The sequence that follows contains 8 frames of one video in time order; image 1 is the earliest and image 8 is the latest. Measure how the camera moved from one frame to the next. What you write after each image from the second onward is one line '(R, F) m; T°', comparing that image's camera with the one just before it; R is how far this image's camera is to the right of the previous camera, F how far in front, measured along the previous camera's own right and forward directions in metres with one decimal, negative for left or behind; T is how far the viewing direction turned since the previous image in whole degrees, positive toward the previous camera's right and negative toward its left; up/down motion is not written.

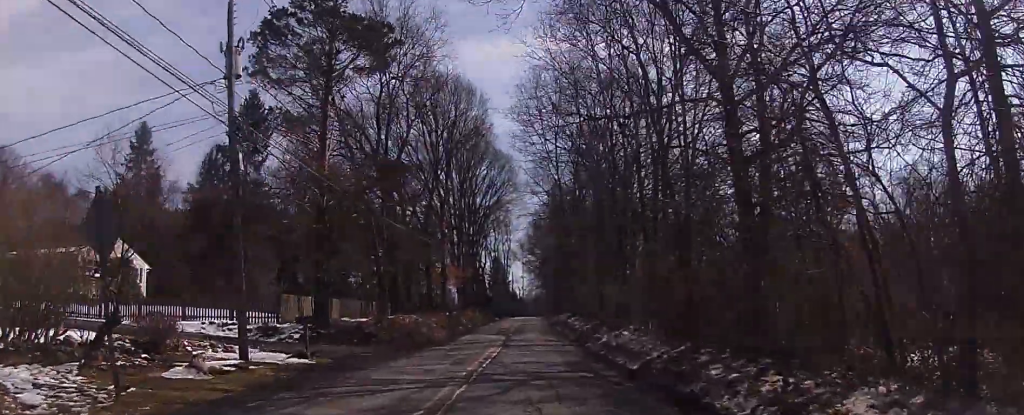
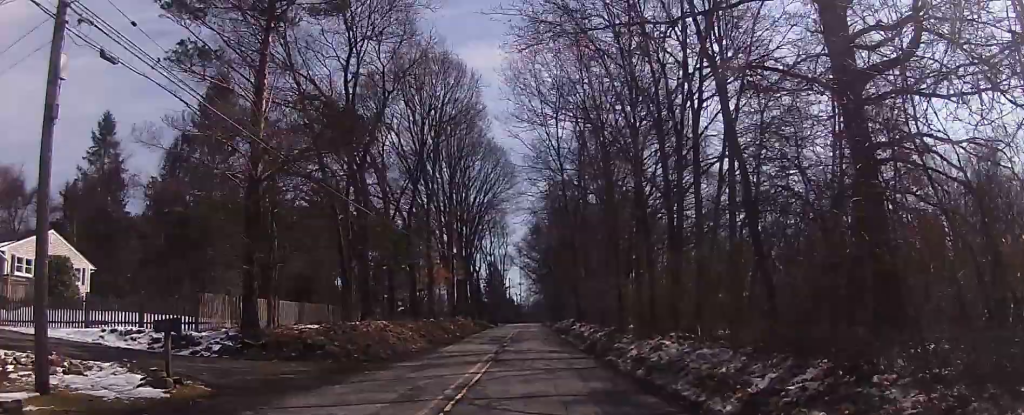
(0.0, +7.6) m; -1°
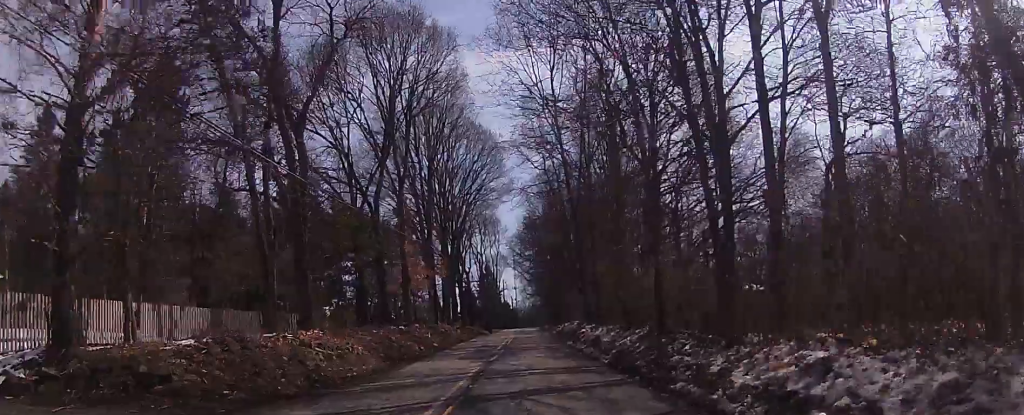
(-0.1, +9.8) m; 0°
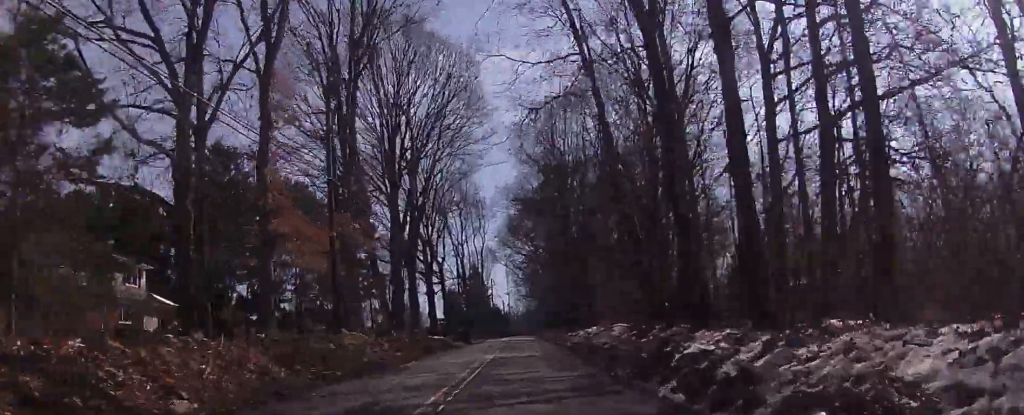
(+0.1, +25.4) m; +2°
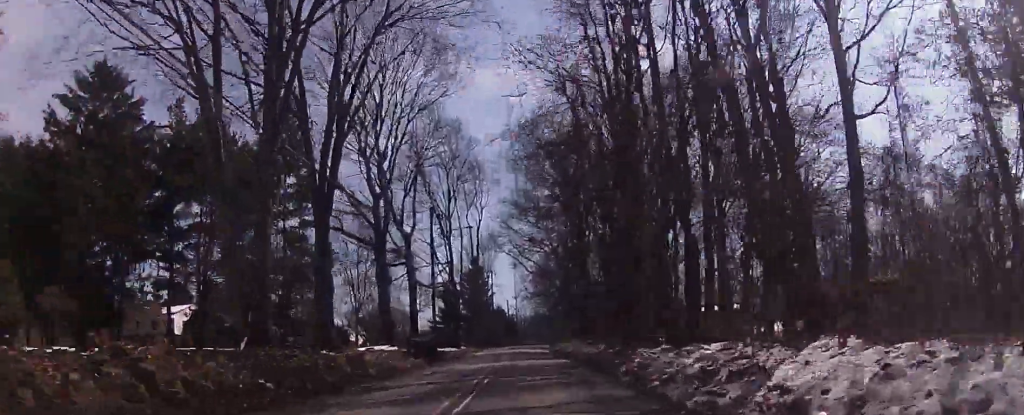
(+0.6, +27.0) m; +1°
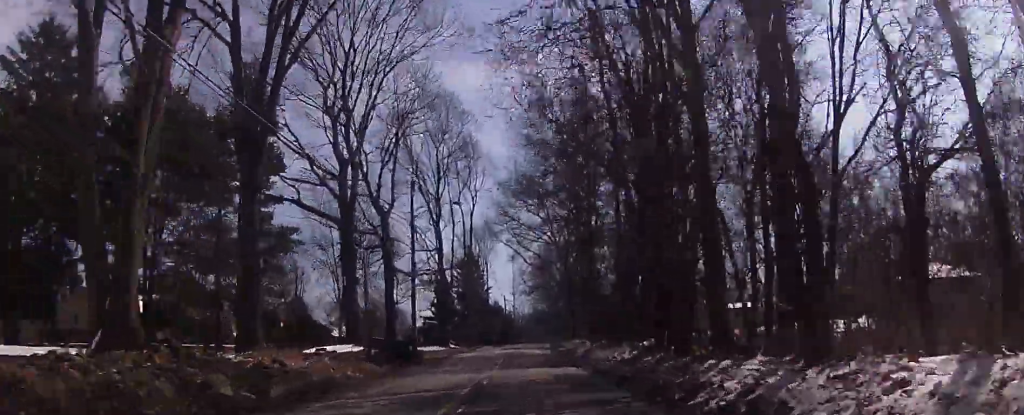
(0.0, +8.2) m; 0°
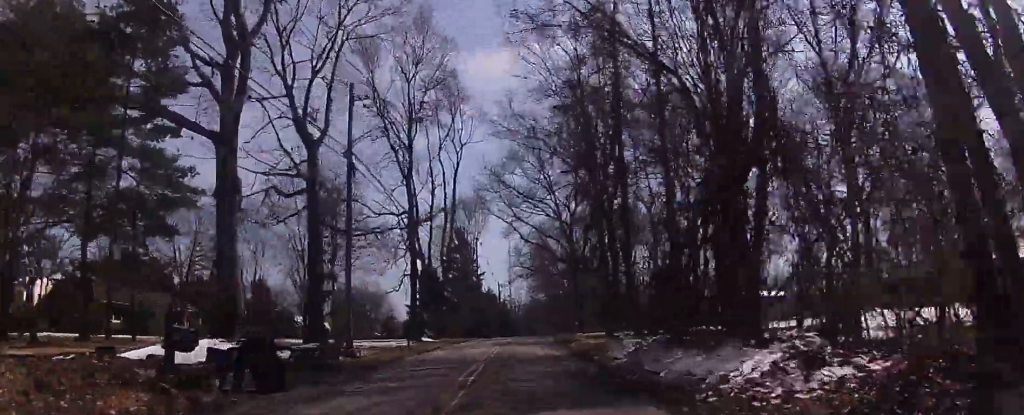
(-0.3, +14.4) m; 0°
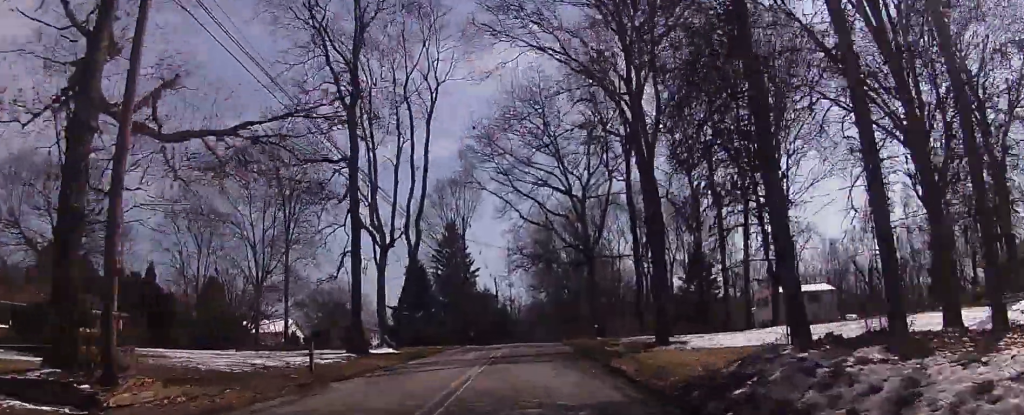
(+0.3, +15.1) m; 0°
